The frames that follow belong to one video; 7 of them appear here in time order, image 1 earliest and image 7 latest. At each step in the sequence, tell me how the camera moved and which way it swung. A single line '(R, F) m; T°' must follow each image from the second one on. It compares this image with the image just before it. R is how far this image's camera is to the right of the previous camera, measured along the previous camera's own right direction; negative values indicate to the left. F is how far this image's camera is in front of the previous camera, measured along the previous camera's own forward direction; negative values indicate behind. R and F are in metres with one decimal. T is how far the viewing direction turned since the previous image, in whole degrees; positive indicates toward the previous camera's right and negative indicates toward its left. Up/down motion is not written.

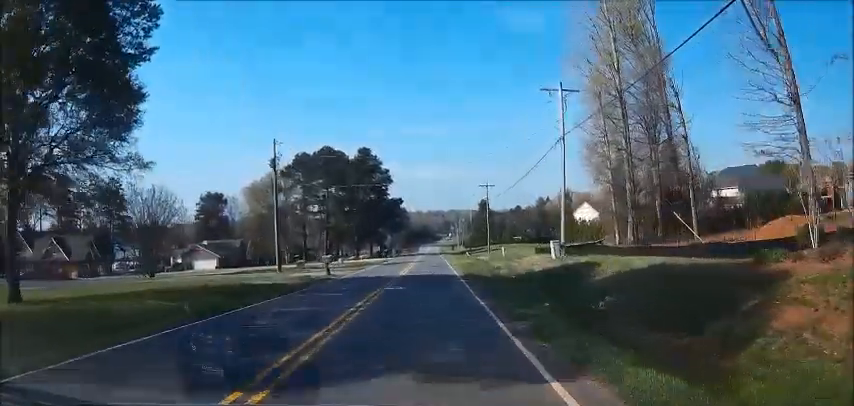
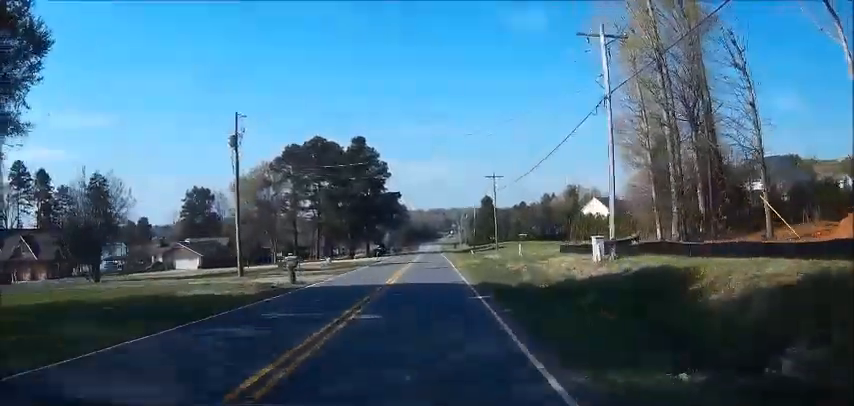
(0.0, +9.9) m; 0°
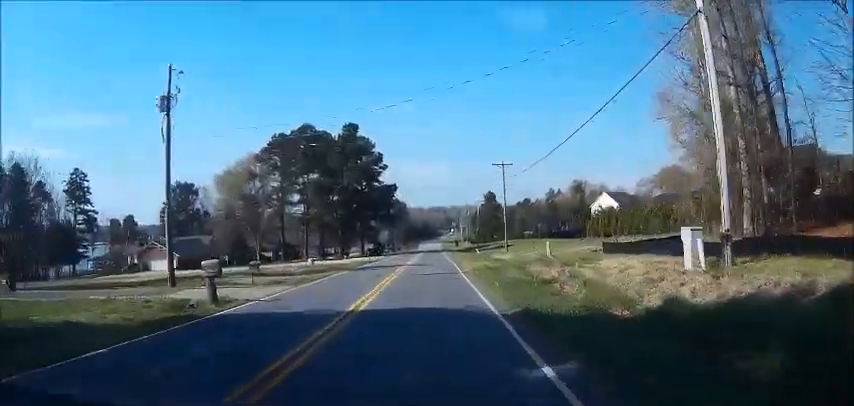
(0.0, +10.7) m; 0°
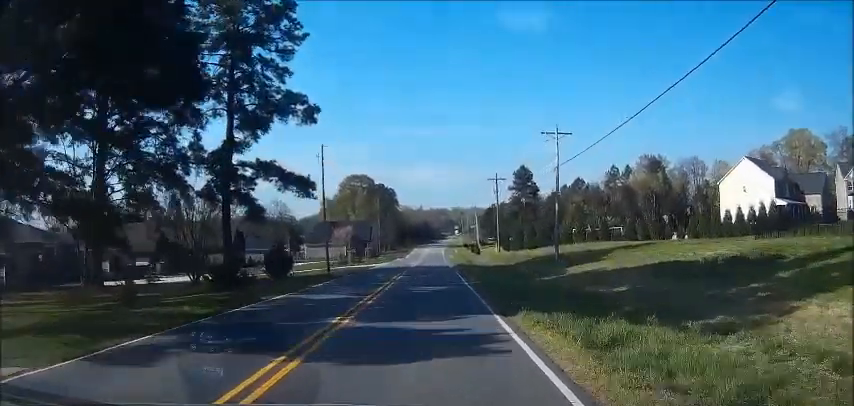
(+0.4, +83.8) m; 0°
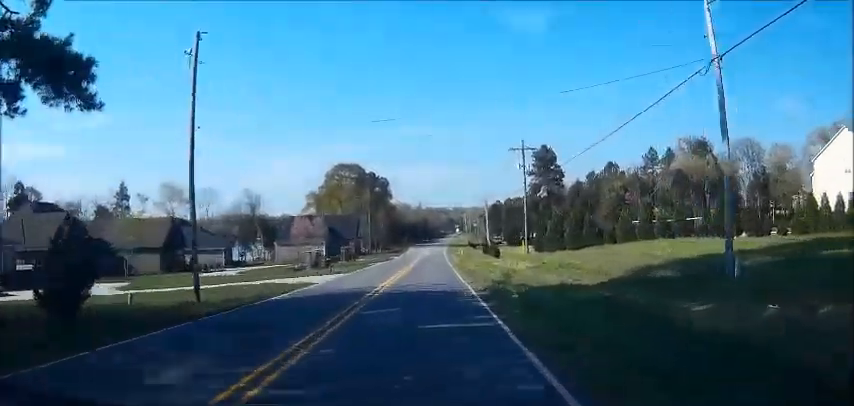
(0.0, +28.6) m; 0°
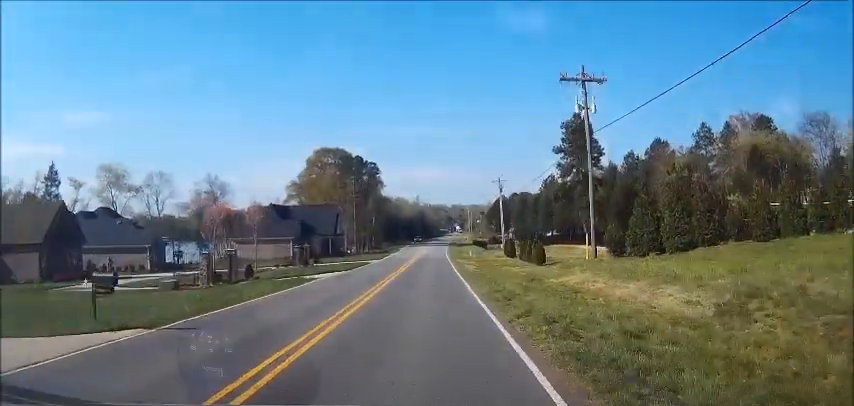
(0.0, +27.8) m; 0°
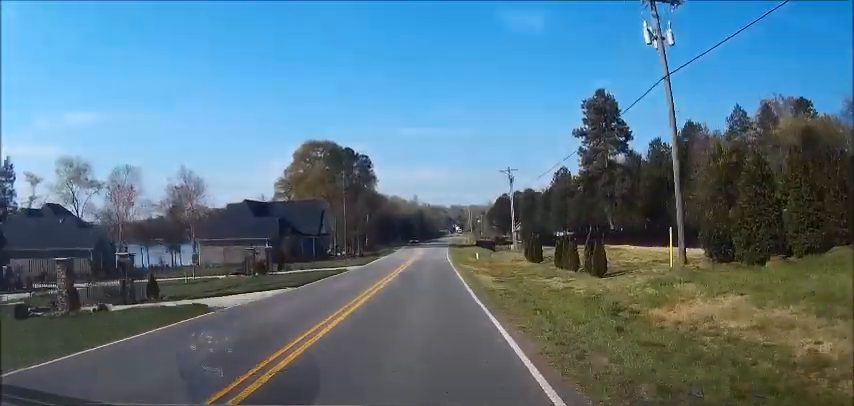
(0.0, +13.8) m; 0°
